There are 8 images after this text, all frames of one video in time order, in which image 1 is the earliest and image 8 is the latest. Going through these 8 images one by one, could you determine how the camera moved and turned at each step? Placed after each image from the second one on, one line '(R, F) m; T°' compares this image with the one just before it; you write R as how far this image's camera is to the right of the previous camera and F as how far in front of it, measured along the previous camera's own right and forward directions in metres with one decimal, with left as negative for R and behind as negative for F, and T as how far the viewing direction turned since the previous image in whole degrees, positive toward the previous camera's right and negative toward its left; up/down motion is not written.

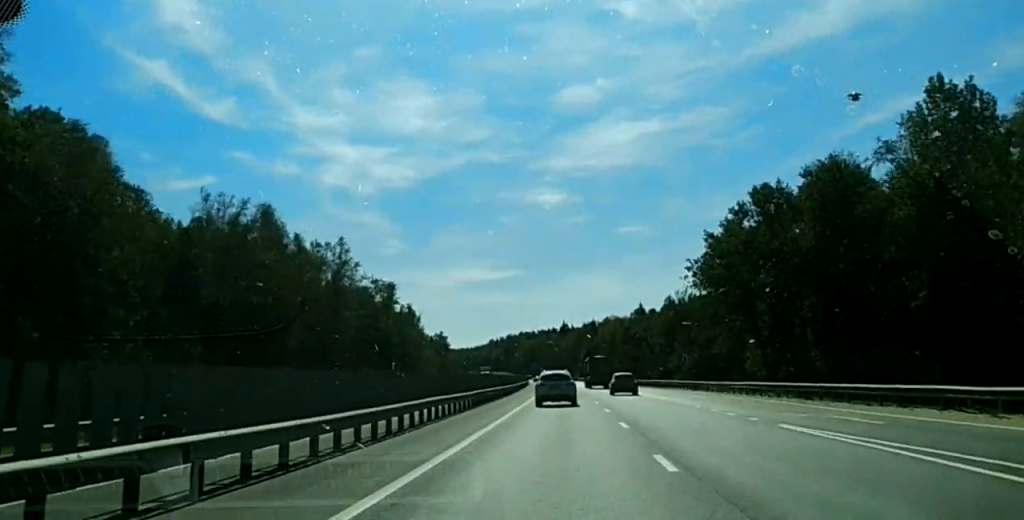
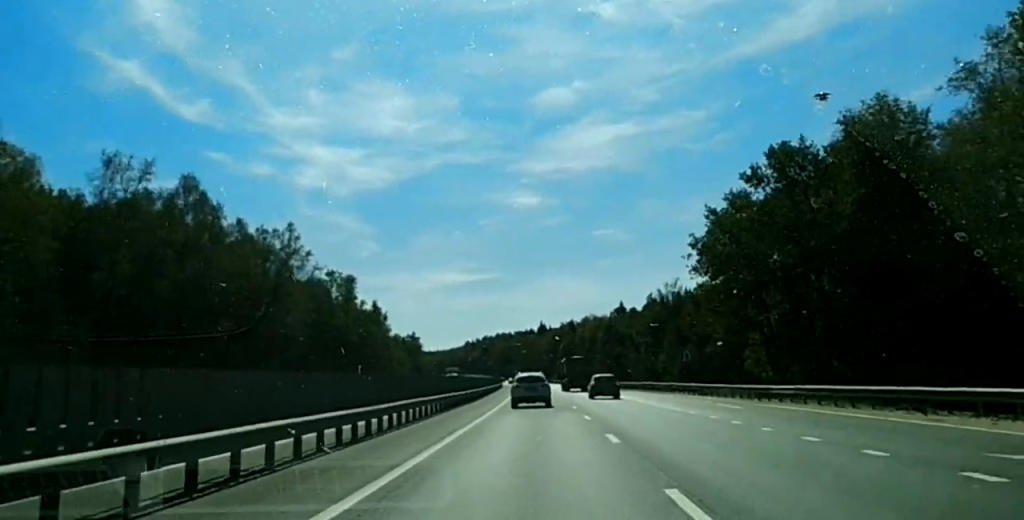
(-0.1, +15.5) m; 0°
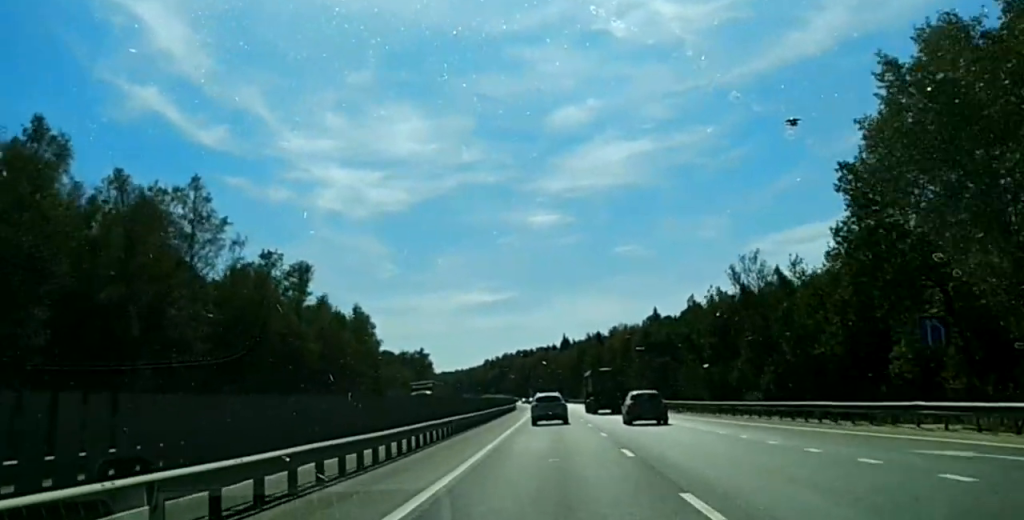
(0.0, +43.4) m; -1°
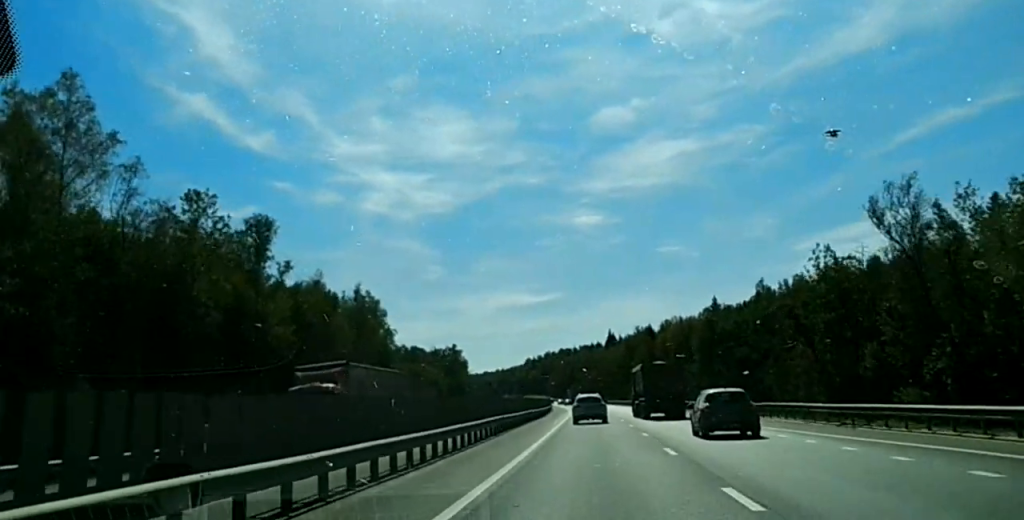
(-0.4, +33.3) m; -1°
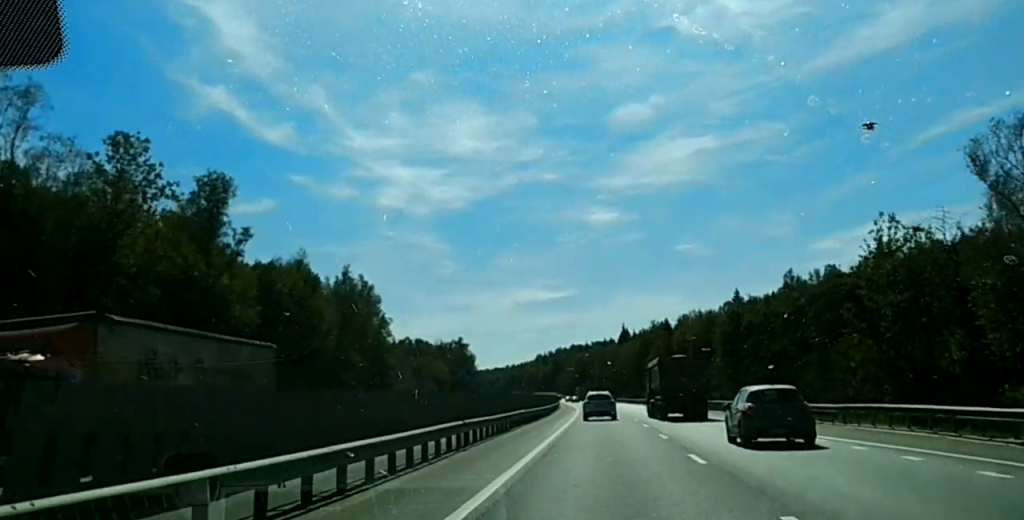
(-0.4, +15.2) m; 0°
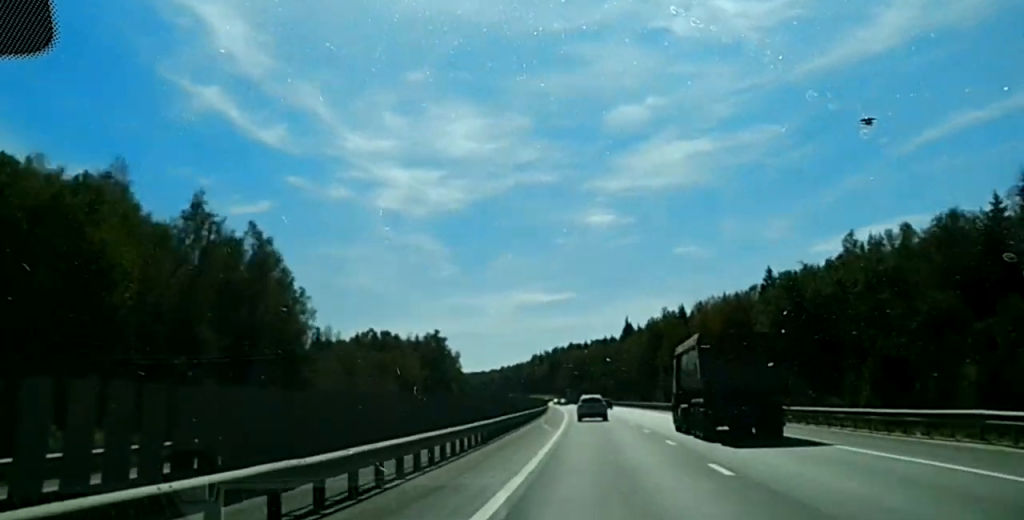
(+0.8, +47.4) m; +1°
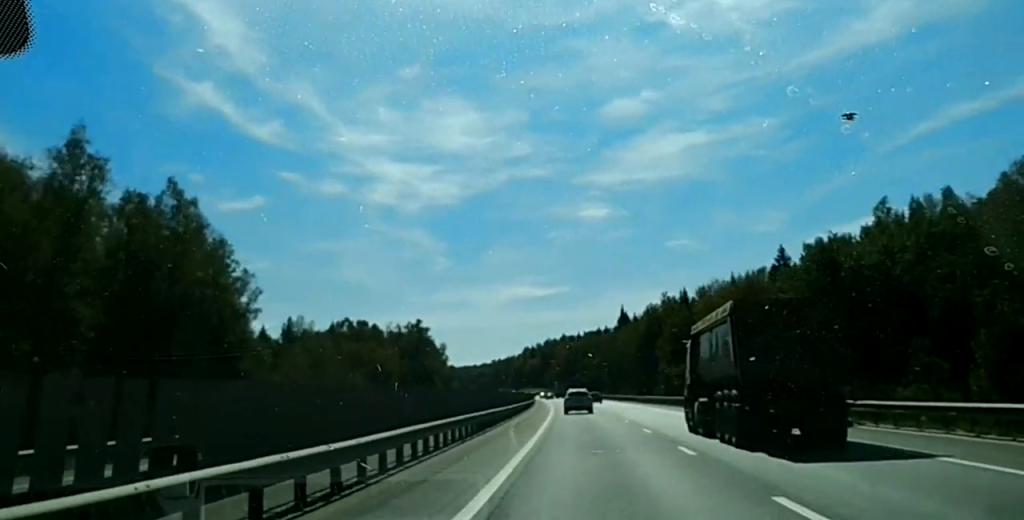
(+0.1, +19.8) m; 0°
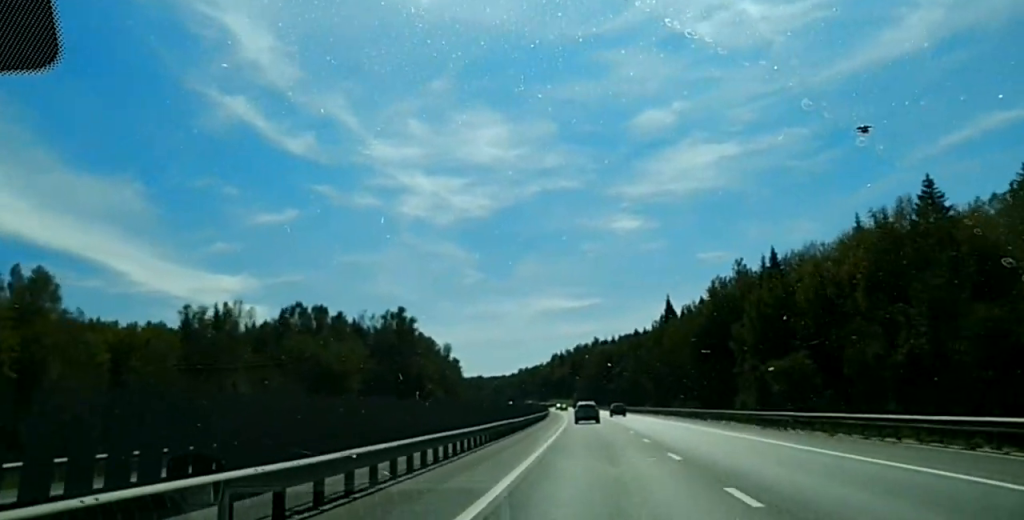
(-0.6, +66.9) m; -2°
